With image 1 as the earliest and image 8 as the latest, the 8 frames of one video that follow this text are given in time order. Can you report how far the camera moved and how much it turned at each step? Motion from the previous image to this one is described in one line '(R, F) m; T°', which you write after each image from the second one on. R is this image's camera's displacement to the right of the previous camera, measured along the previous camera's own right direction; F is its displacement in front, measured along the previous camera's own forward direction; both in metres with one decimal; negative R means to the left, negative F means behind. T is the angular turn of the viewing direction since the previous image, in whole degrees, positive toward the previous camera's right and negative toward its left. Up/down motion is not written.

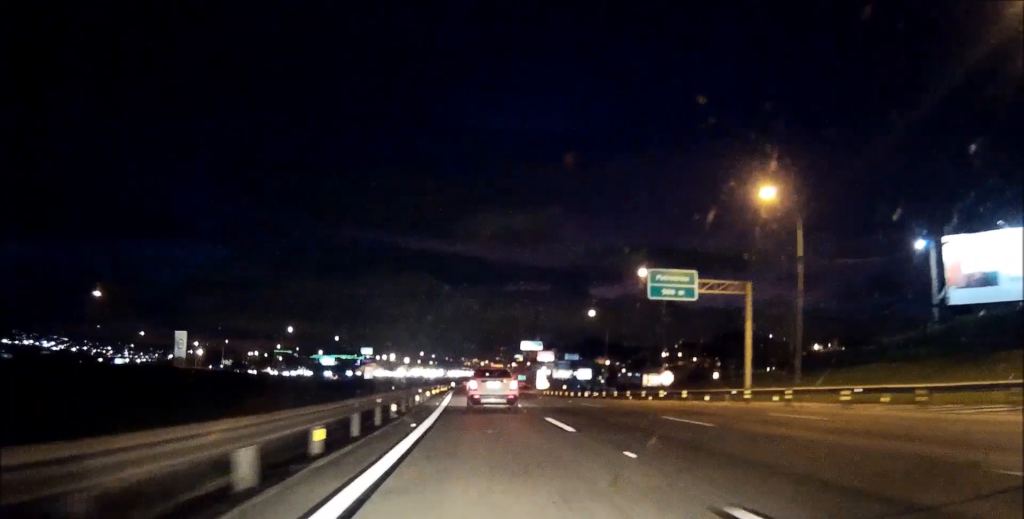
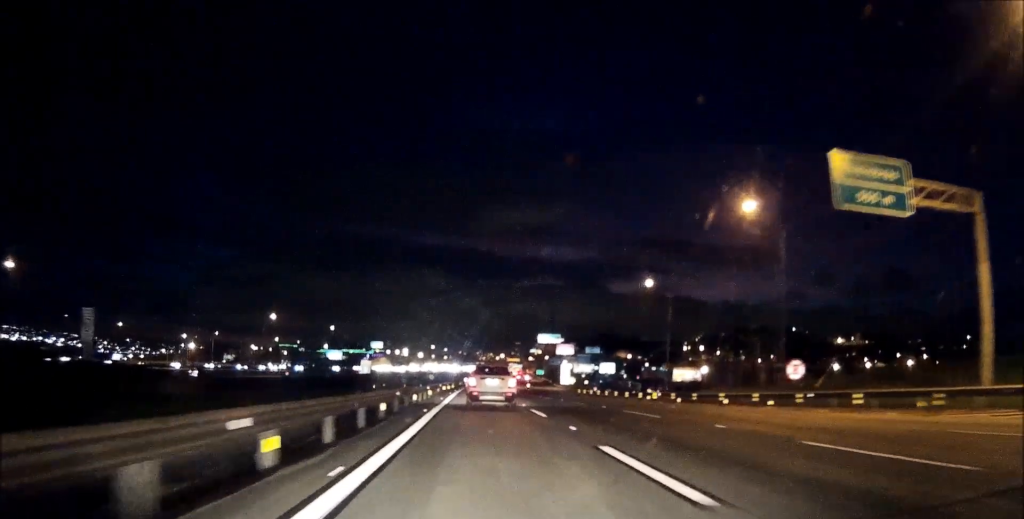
(-0.1, +26.7) m; 0°
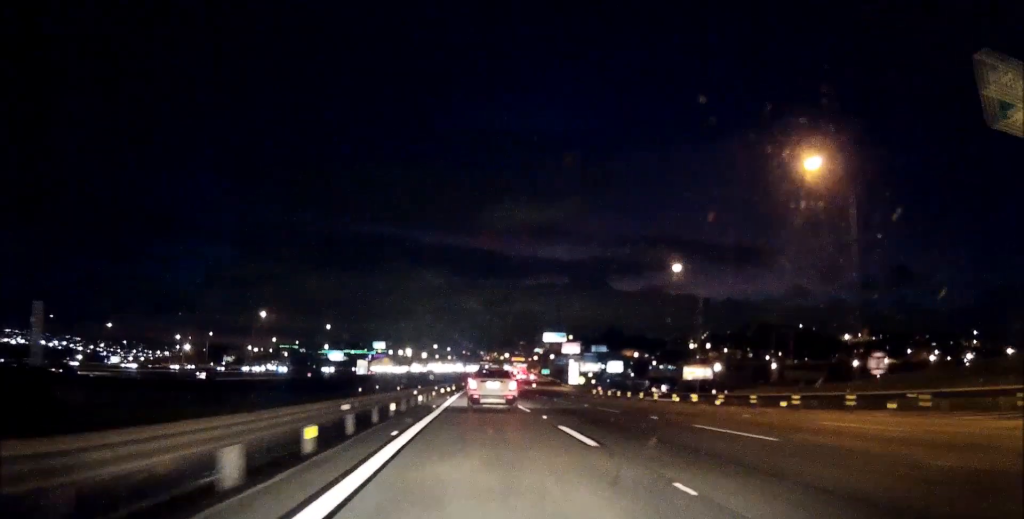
(0.0, +9.5) m; 0°
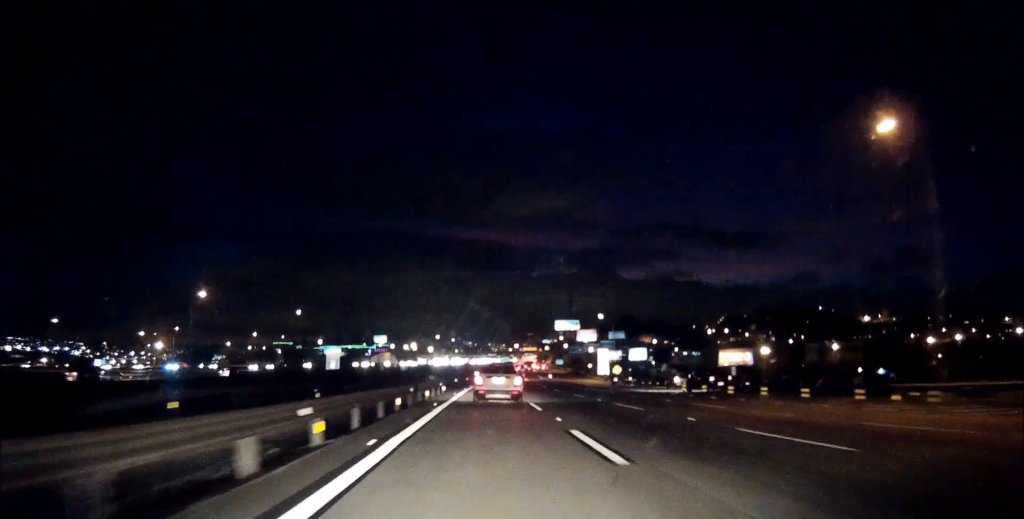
(-0.2, +35.3) m; -1°
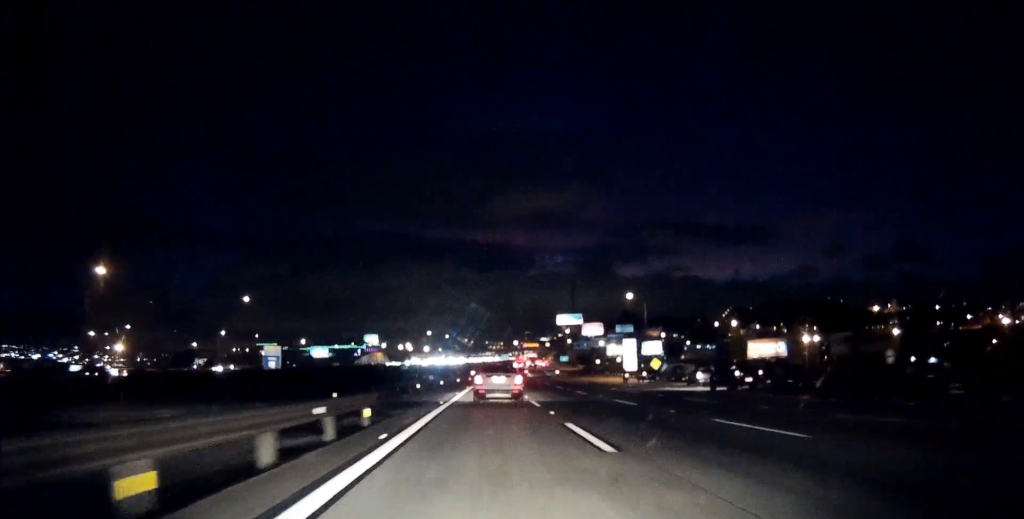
(-0.1, +31.0) m; 0°
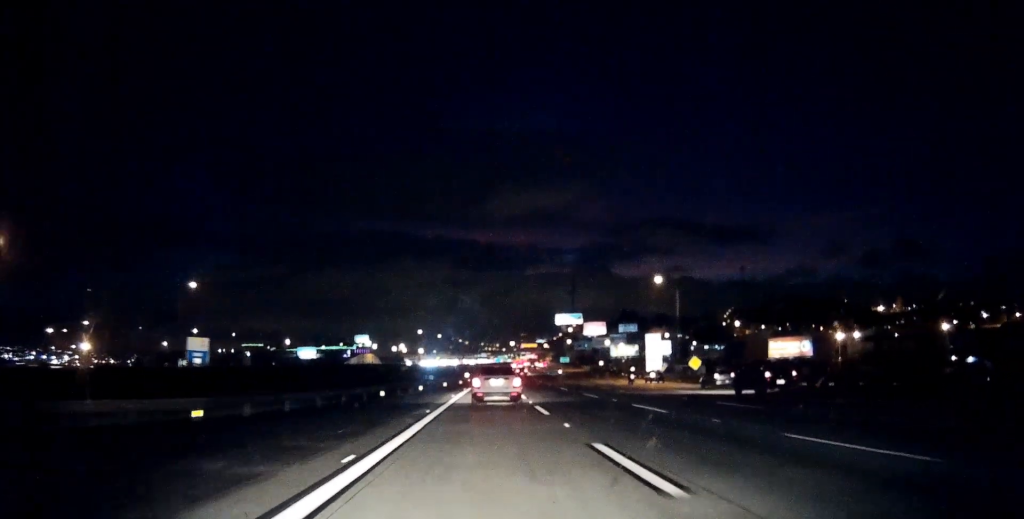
(0.0, +20.8) m; 0°
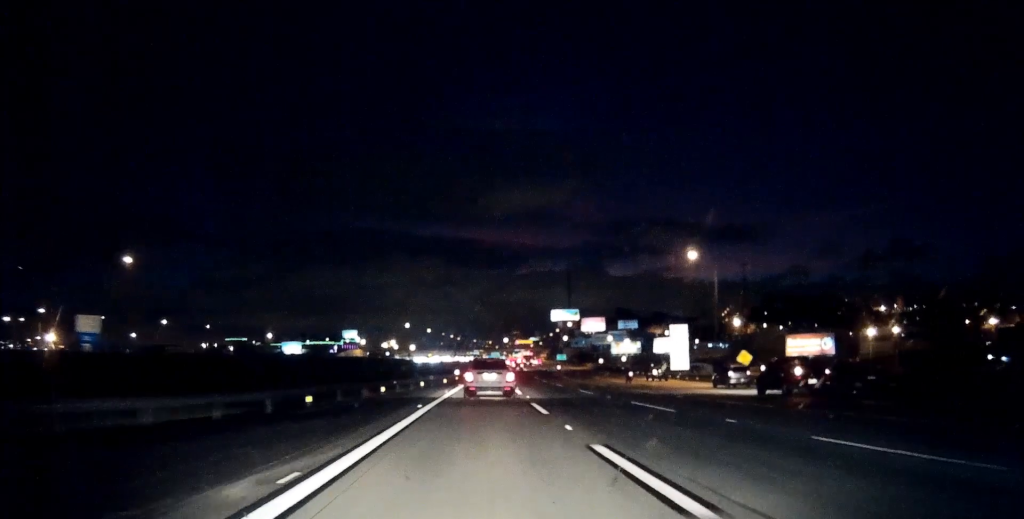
(+0.1, +16.7) m; 0°
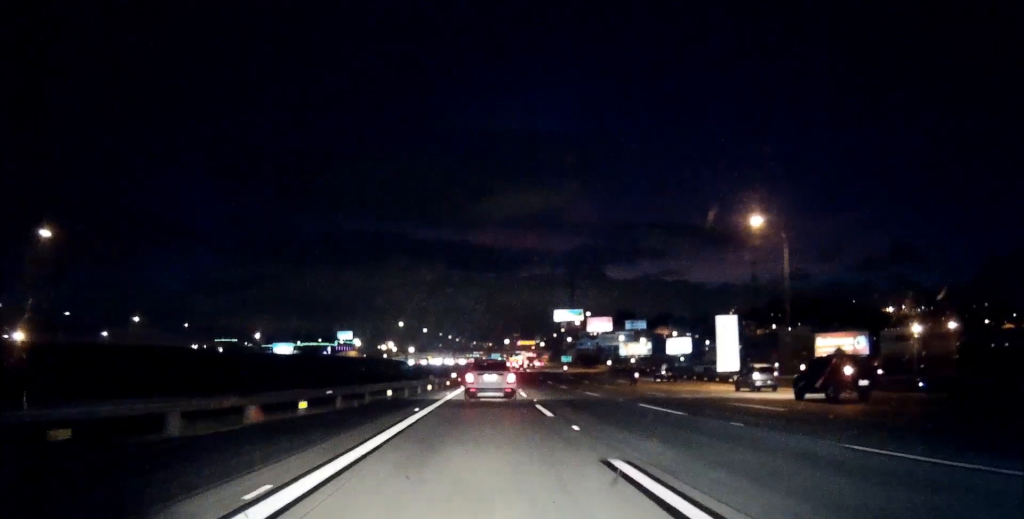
(+0.1, +17.6) m; 0°
